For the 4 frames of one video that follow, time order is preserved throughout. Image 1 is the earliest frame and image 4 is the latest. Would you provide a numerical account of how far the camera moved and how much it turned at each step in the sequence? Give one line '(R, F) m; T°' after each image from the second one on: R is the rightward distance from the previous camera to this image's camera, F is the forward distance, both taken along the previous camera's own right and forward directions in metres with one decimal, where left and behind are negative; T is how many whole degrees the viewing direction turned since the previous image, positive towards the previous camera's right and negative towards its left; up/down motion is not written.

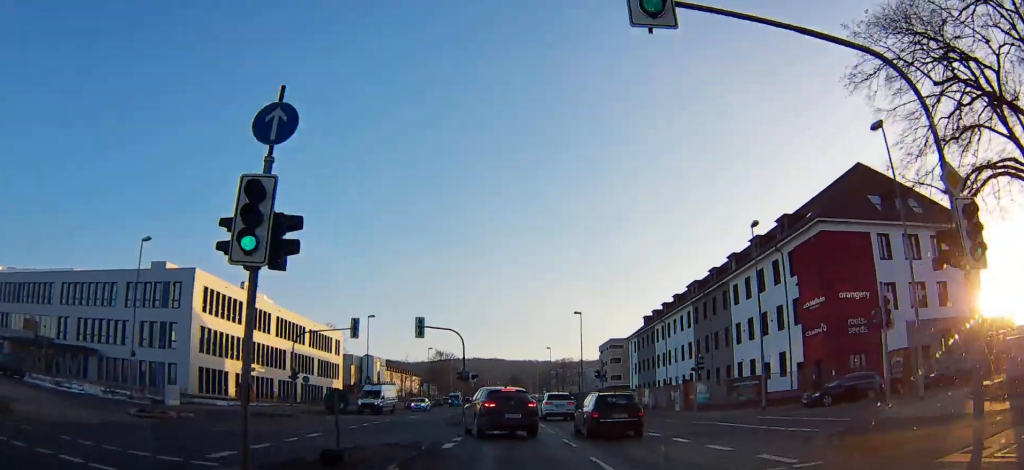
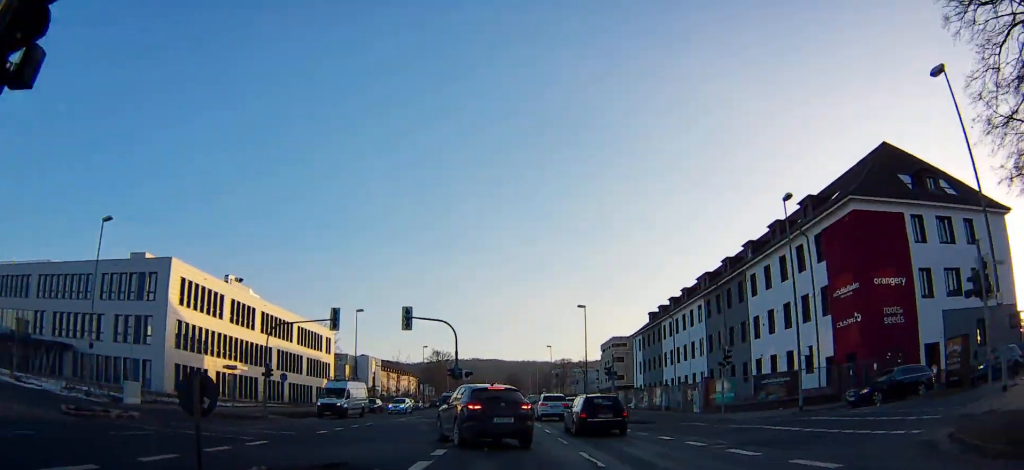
(+0.1, +4.4) m; +1°
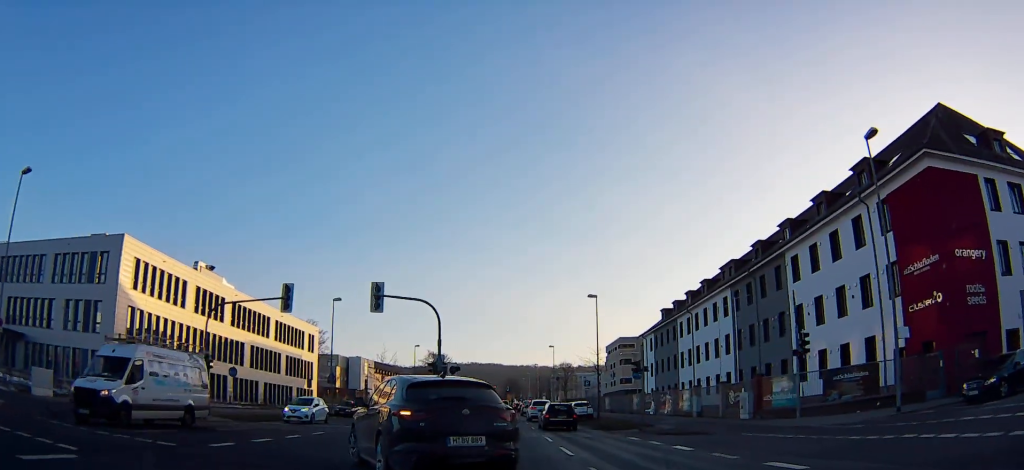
(0.0, +6.4) m; 0°
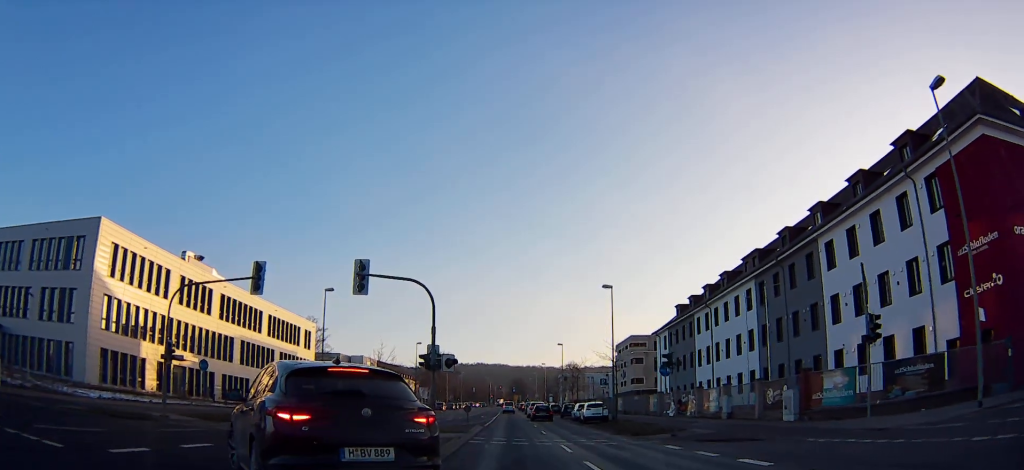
(-0.6, +3.9) m; -8°
